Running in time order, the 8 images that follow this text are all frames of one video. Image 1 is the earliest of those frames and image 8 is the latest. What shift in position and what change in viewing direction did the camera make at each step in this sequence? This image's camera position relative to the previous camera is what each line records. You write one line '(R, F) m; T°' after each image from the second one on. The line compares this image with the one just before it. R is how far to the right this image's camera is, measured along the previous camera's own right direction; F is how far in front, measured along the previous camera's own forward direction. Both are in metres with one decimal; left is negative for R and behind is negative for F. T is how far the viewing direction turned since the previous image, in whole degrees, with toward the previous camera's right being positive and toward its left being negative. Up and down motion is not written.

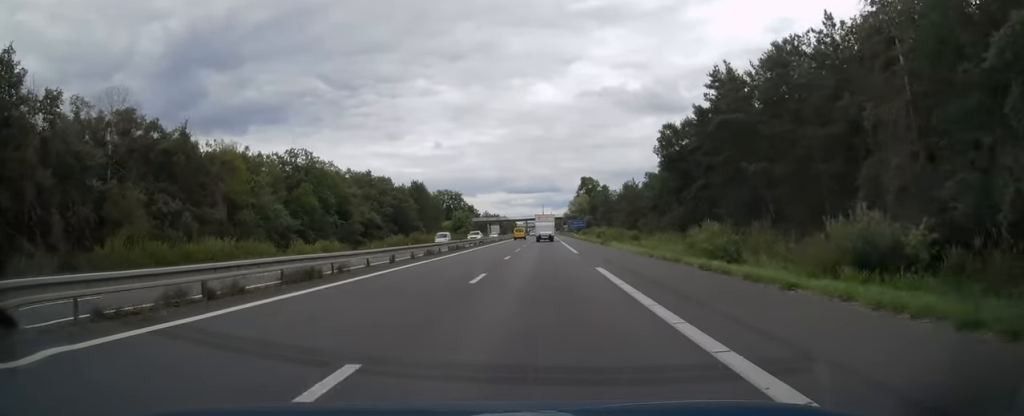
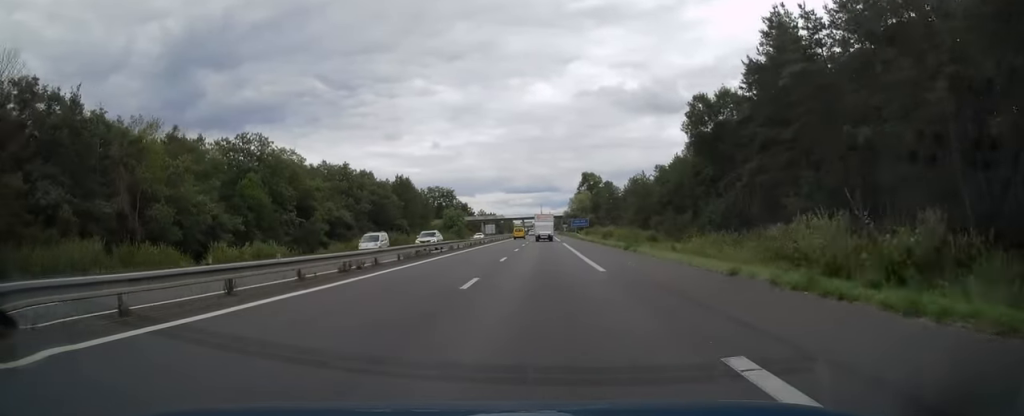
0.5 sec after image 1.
(0.0, +14.8) m; 0°
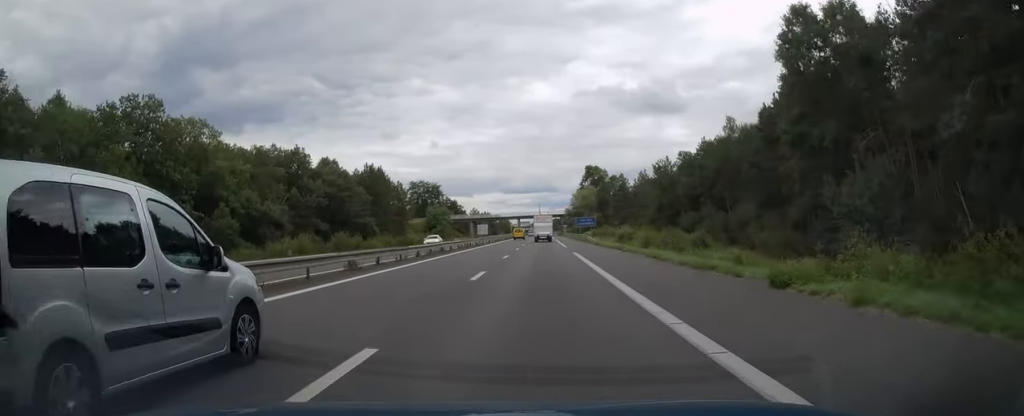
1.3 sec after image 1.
(0.0, +23.2) m; 0°
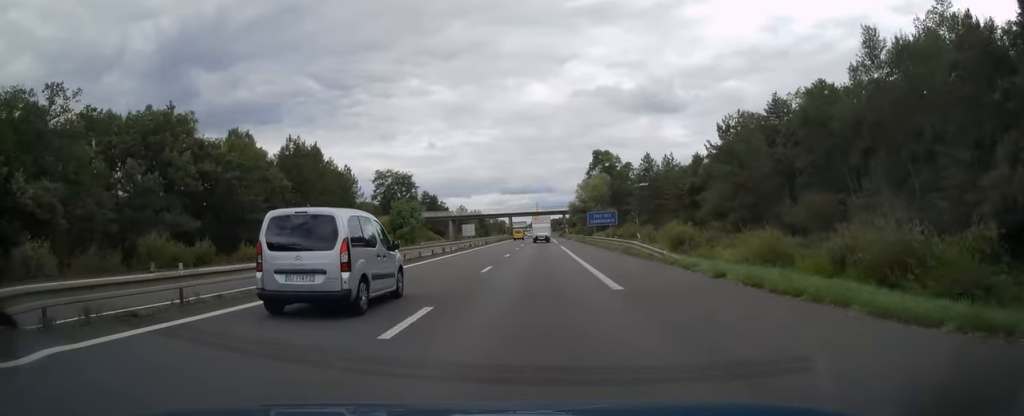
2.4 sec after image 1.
(+0.1, +34.5) m; 0°
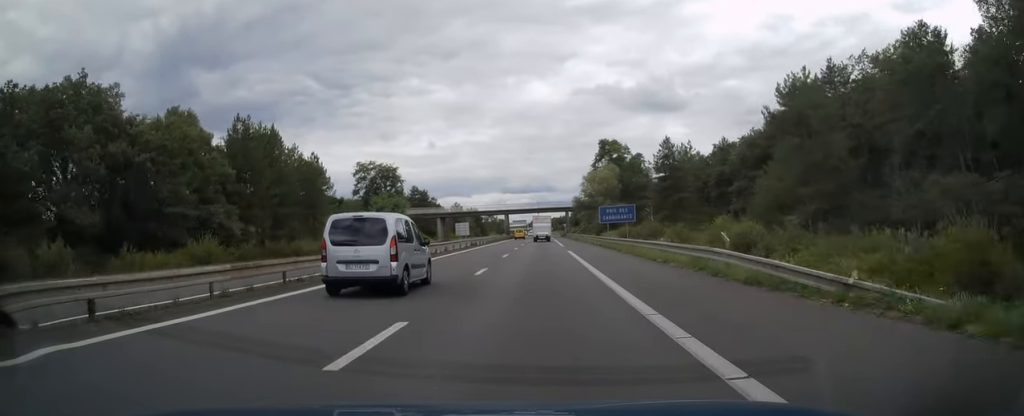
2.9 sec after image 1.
(0.0, +14.8) m; 0°
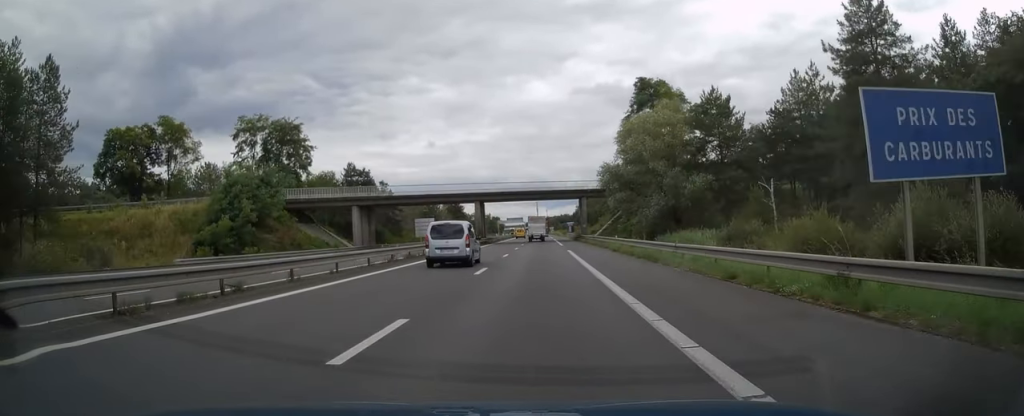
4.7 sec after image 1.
(+0.1, +51.3) m; 0°
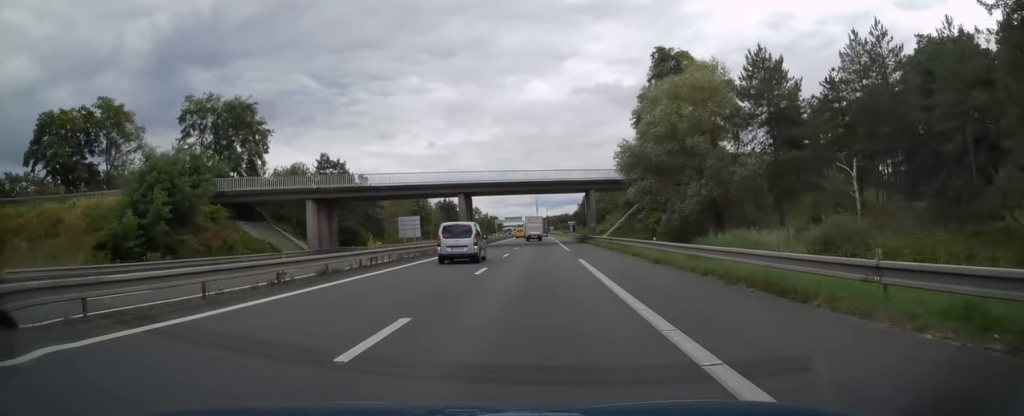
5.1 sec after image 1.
(0.0, +12.8) m; 0°
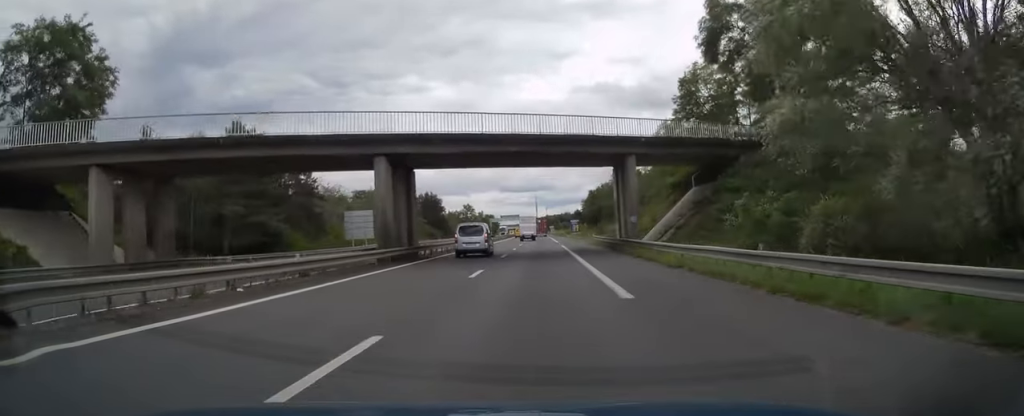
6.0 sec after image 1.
(0.0, +27.5) m; 0°
